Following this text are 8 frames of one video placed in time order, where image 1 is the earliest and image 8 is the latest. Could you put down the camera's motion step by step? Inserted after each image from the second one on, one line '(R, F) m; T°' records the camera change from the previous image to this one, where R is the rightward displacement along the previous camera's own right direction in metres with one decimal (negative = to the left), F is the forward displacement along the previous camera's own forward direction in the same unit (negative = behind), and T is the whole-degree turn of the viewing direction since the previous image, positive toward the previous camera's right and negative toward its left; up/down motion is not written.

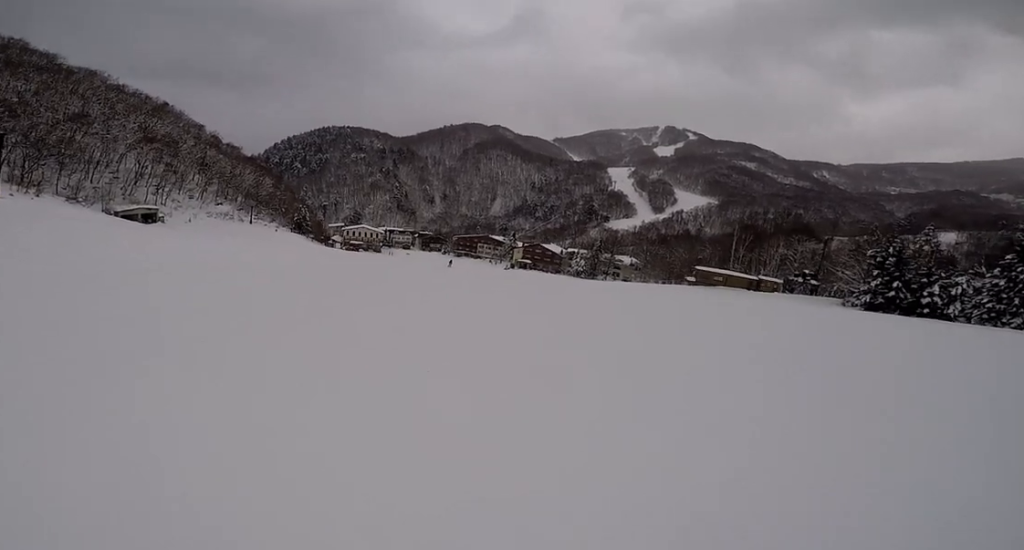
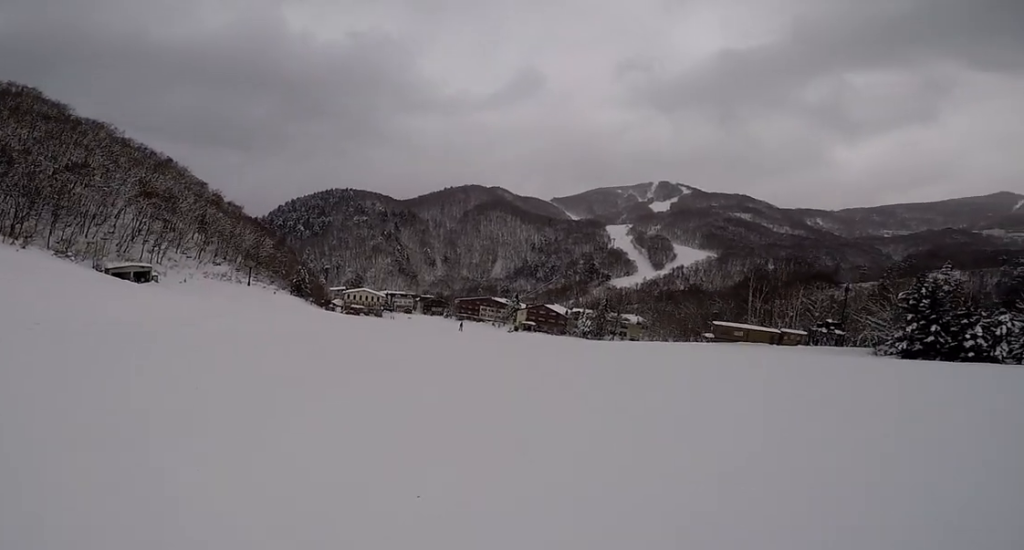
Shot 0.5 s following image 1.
(-0.9, +5.0) m; -3°
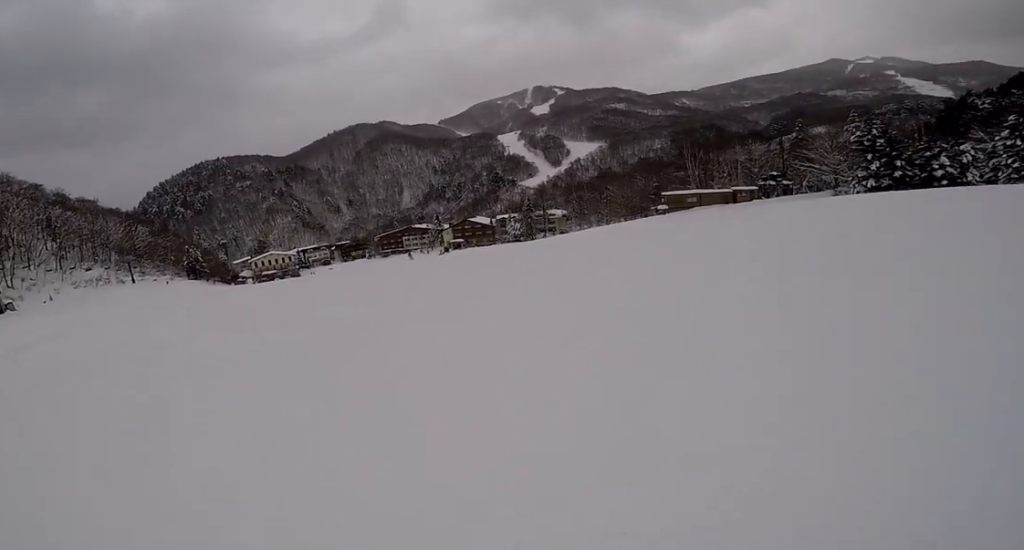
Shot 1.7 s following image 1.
(+1.0, +11.9) m; +6°
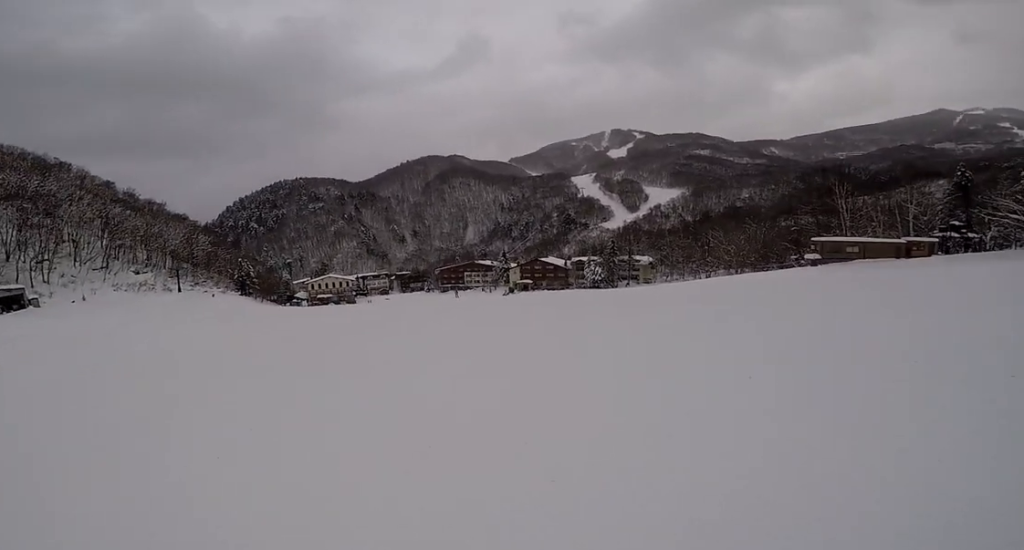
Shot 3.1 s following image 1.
(0.0, +13.8) m; -4°
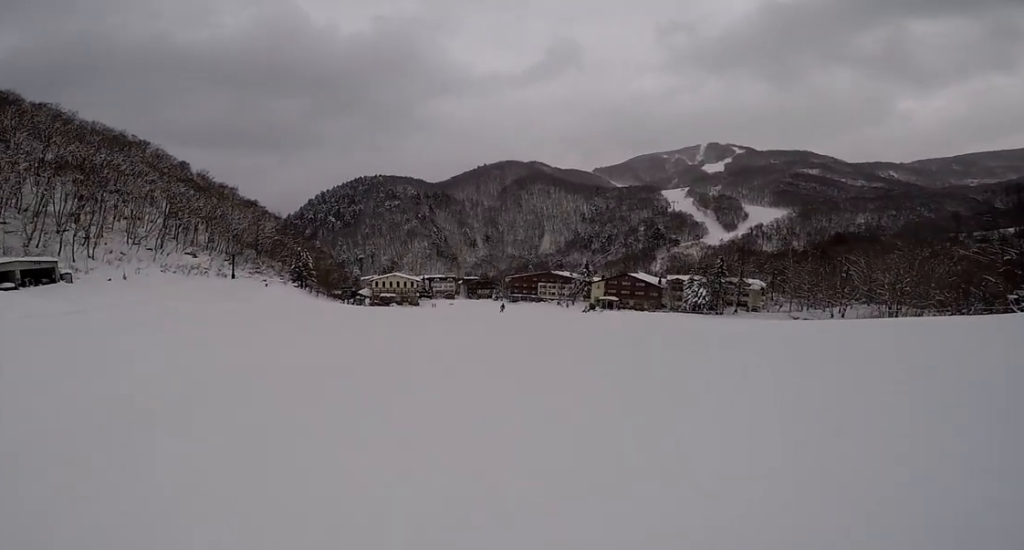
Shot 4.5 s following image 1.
(-1.4, +13.4) m; -4°
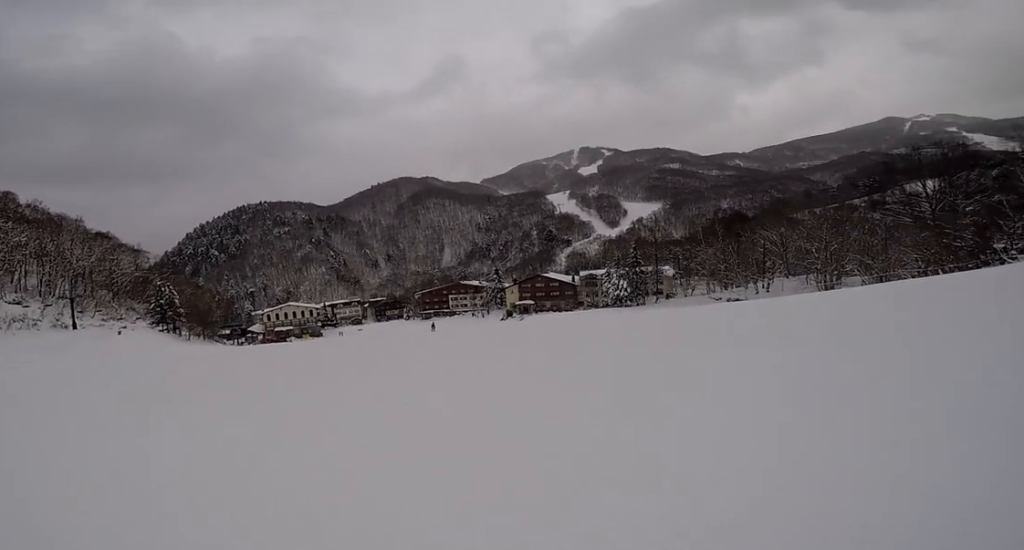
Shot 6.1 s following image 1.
(+2.6, +13.8) m; +15°
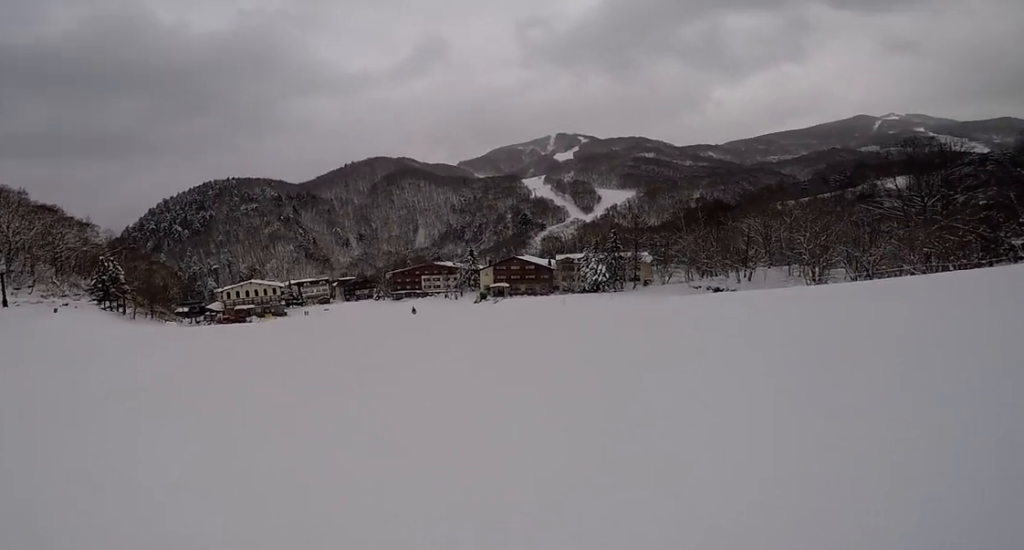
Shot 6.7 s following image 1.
(+0.4, +5.3) m; 0°
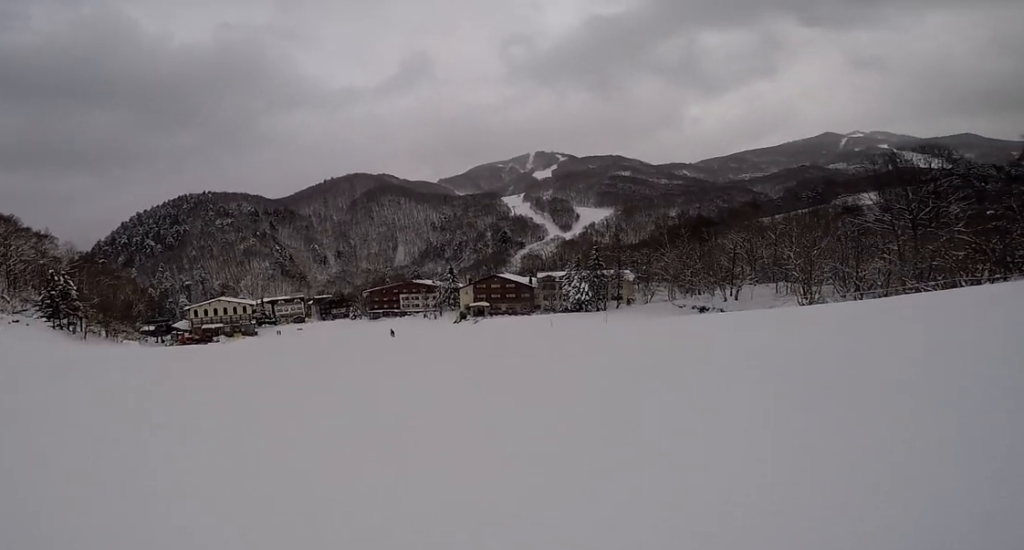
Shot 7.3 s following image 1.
(-0.4, +4.5) m; -4°
